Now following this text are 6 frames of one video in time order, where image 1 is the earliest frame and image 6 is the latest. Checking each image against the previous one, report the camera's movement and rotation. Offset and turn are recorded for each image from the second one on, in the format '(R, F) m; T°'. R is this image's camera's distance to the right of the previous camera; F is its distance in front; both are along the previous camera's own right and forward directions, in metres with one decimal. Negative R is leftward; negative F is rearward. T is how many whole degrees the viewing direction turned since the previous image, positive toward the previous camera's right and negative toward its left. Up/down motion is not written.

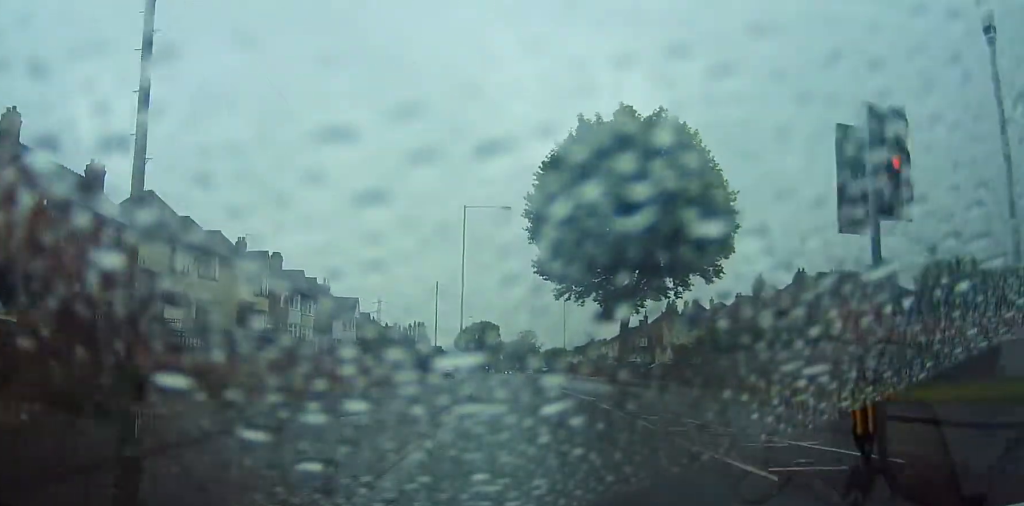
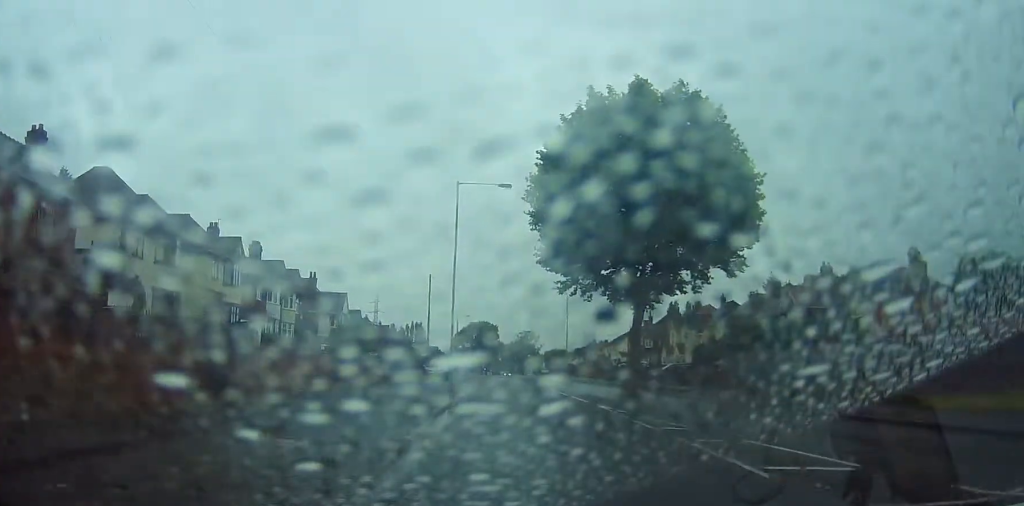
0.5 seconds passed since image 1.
(-0.1, +5.5) m; +1°
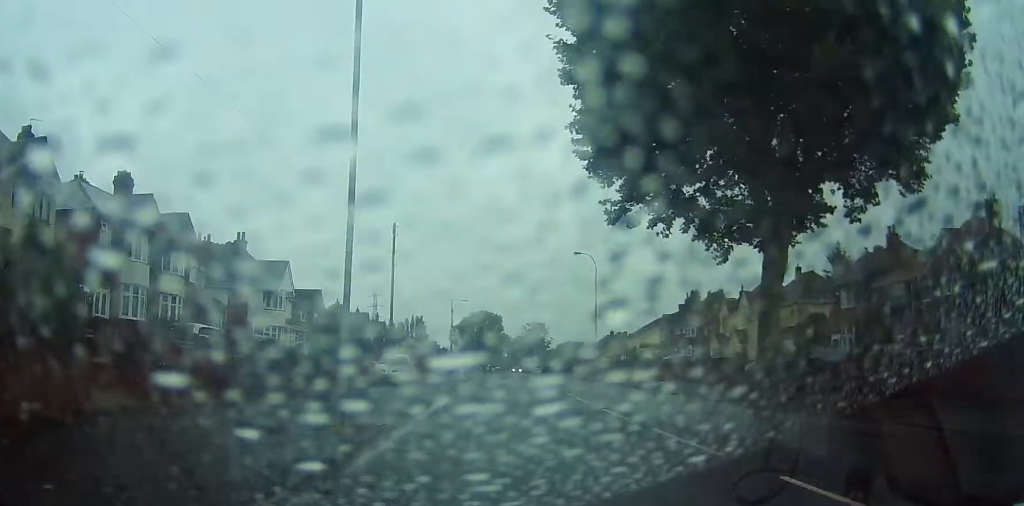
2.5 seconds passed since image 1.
(-0.1, +22.4) m; -1°
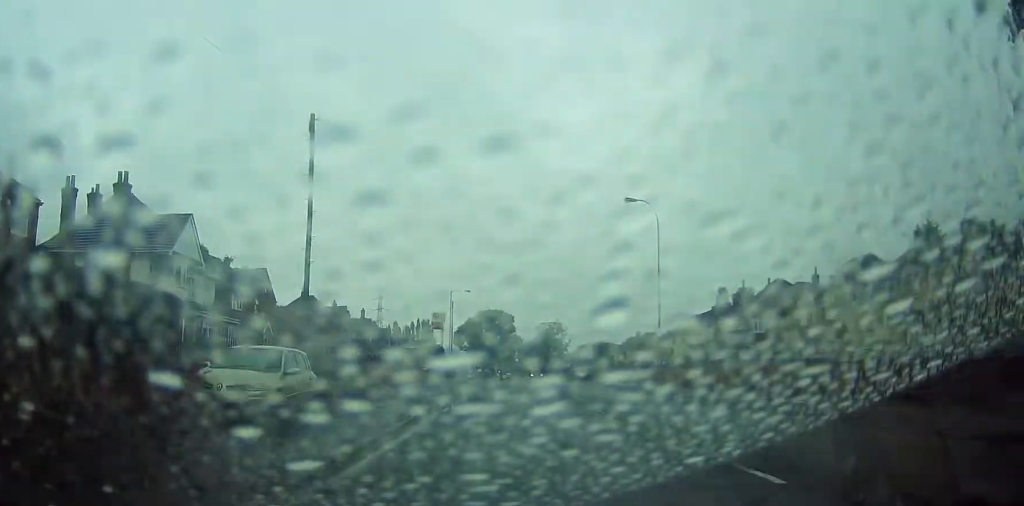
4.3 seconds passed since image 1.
(0.0, +19.9) m; 0°
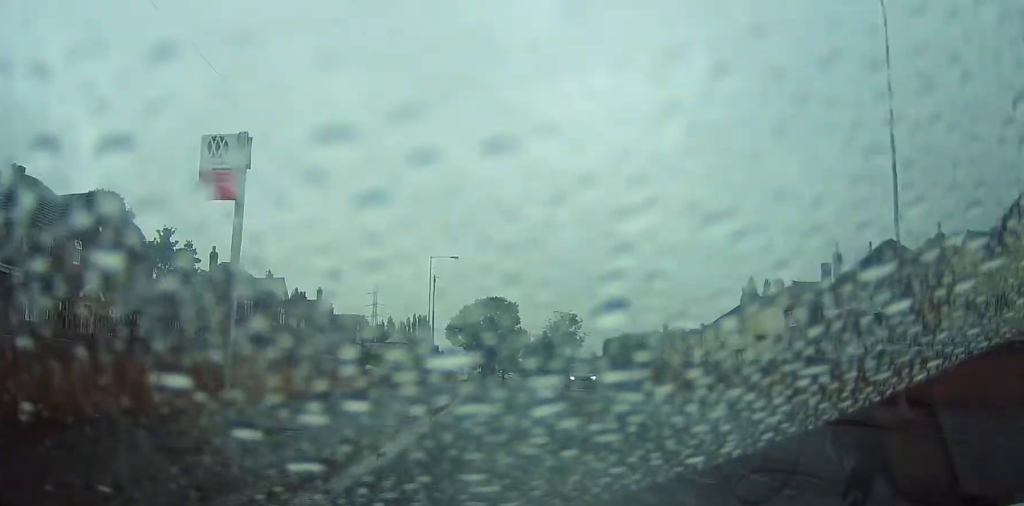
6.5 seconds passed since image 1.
(+0.3, +23.5) m; +2°
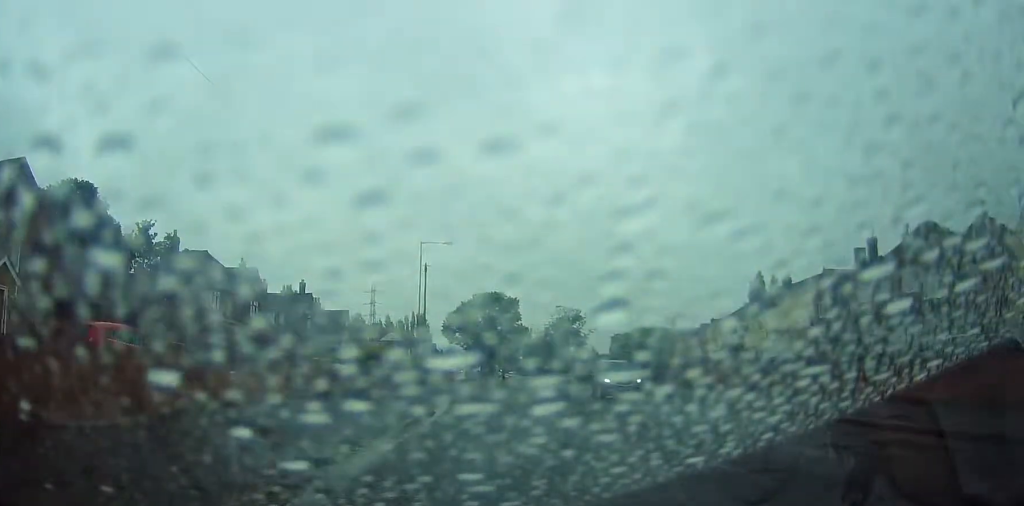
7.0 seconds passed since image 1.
(0.0, +6.2) m; 0°
